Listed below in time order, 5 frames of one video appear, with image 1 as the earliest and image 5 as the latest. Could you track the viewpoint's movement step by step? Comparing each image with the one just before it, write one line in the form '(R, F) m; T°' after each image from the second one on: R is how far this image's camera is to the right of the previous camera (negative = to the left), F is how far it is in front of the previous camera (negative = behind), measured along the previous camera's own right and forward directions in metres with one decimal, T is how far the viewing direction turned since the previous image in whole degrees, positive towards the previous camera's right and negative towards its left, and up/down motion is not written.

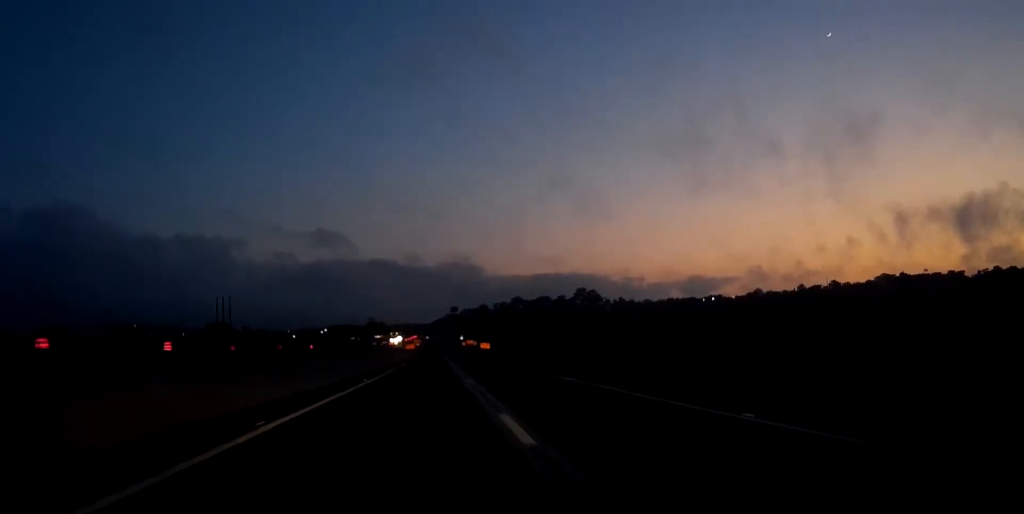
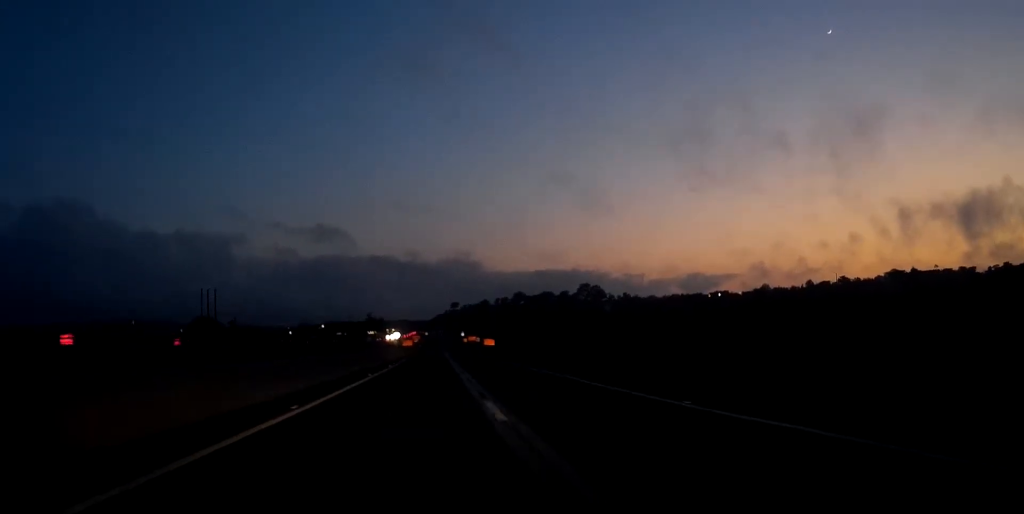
(+0.1, +12.9) m; 0°
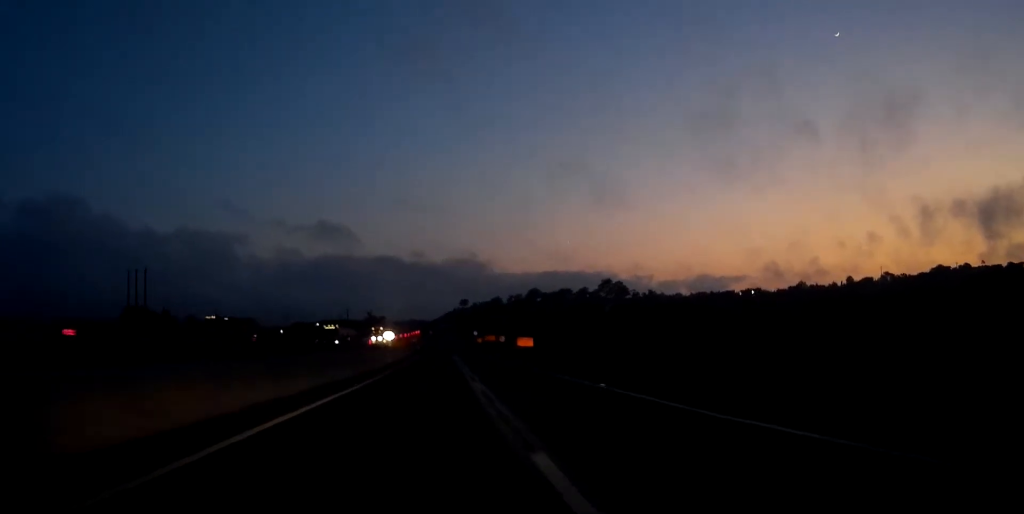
(-0.4, +48.5) m; -1°
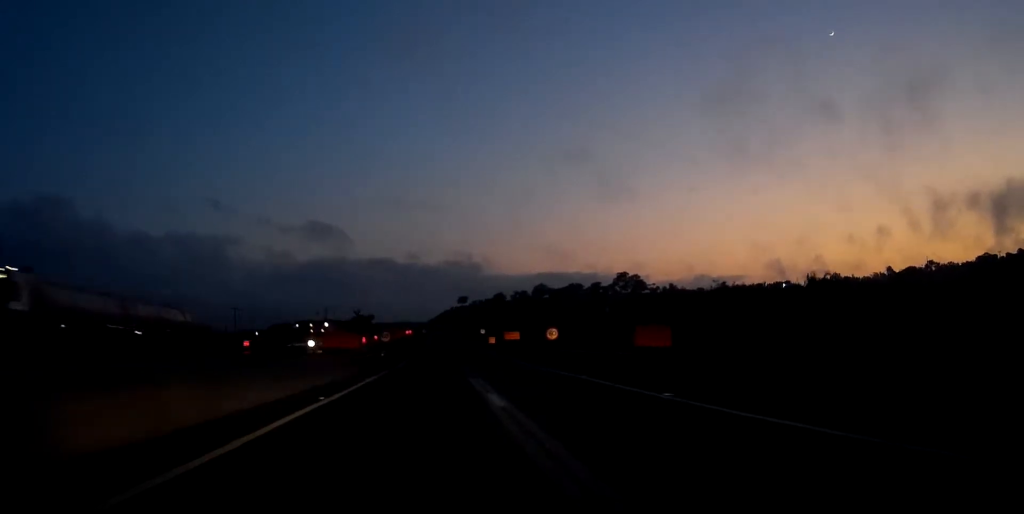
(+0.3, +53.7) m; 0°
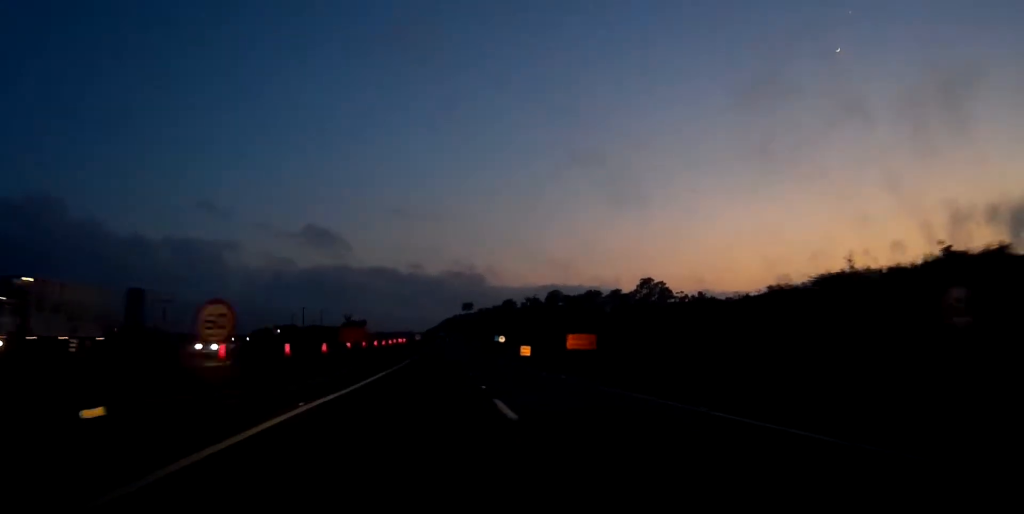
(0.0, +48.2) m; 0°
